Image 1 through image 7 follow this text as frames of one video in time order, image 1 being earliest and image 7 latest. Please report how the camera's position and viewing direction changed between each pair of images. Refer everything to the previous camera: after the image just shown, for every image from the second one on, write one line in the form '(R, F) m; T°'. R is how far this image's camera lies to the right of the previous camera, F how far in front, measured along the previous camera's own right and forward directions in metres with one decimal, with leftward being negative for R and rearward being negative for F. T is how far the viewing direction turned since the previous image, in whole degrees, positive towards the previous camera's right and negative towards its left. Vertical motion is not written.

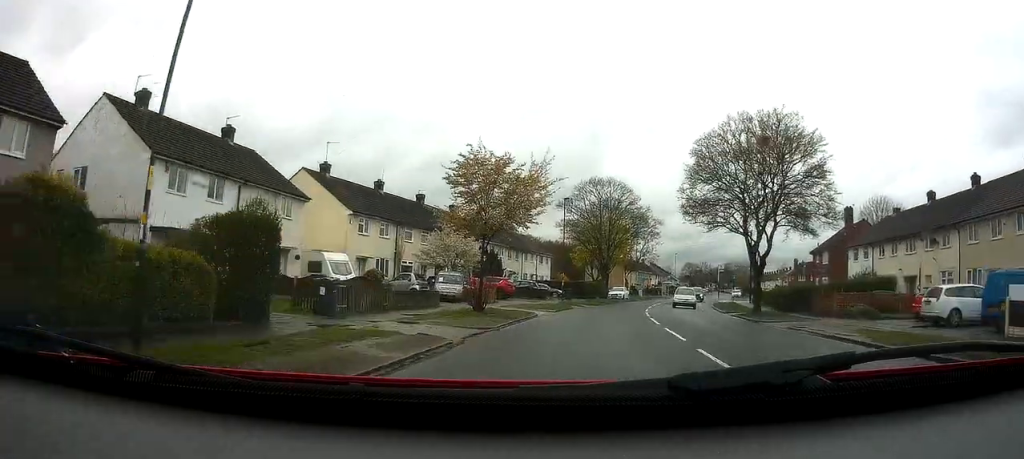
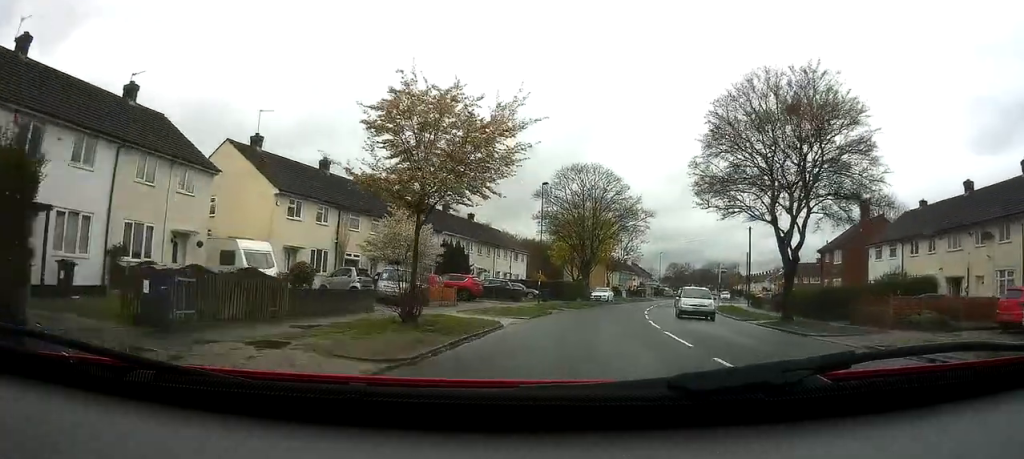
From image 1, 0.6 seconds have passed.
(+0.3, +7.0) m; +2°
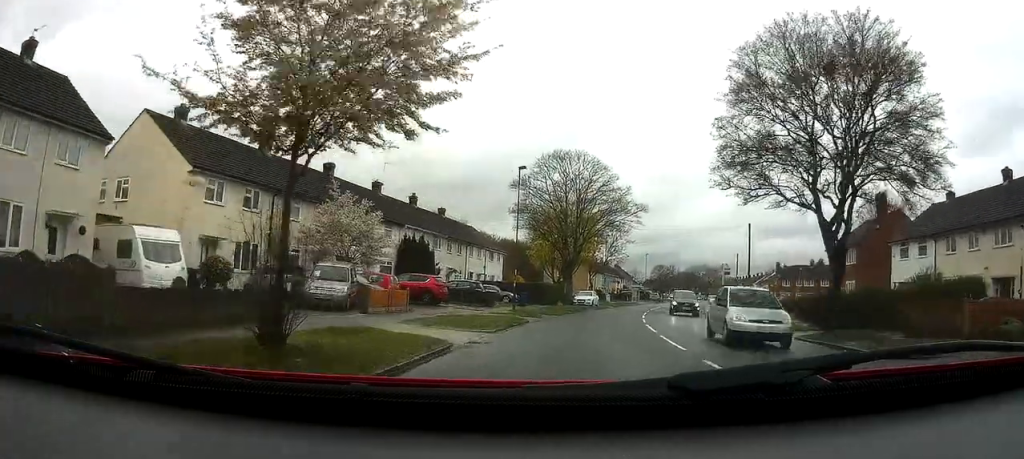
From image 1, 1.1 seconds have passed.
(+0.1, +5.9) m; +1°
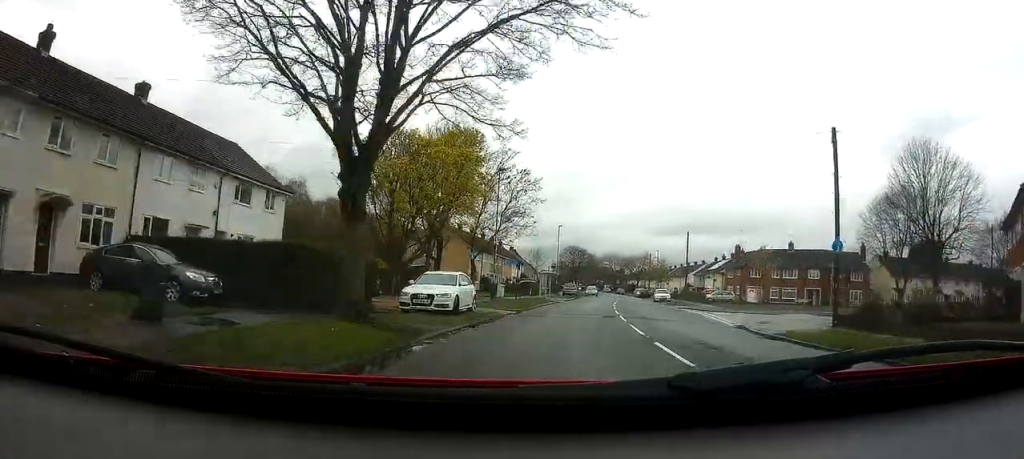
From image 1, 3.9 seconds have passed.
(+2.5, +33.6) m; +10°
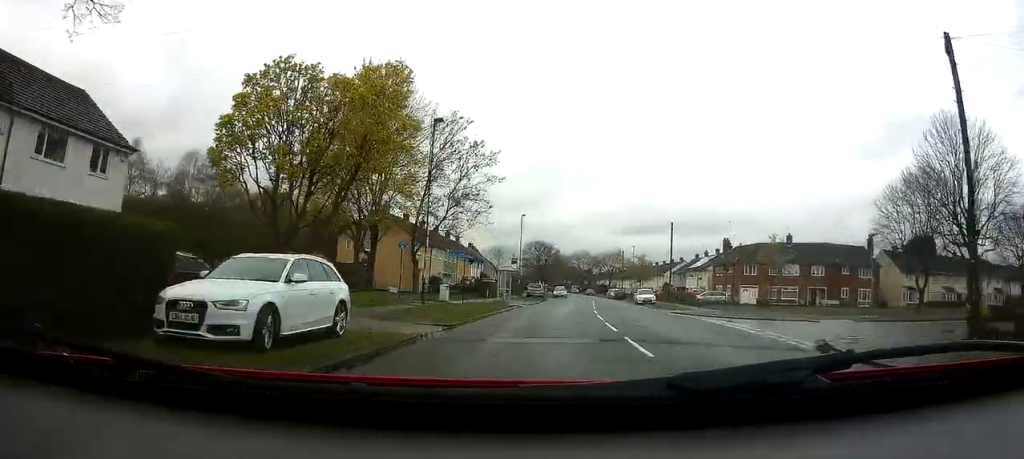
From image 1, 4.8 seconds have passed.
(+0.4, +10.8) m; +2°
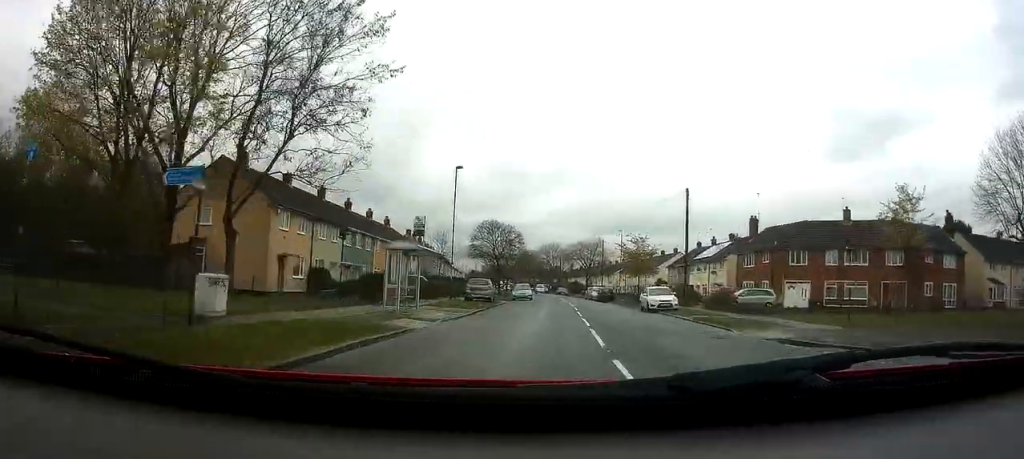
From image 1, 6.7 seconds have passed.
(+0.2, +22.2) m; +2°
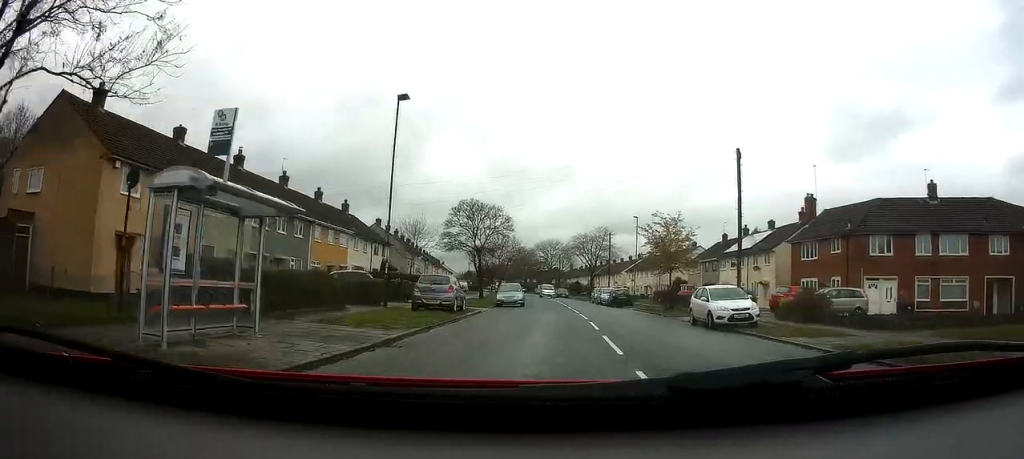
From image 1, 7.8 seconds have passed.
(+0.4, +13.3) m; +3°
